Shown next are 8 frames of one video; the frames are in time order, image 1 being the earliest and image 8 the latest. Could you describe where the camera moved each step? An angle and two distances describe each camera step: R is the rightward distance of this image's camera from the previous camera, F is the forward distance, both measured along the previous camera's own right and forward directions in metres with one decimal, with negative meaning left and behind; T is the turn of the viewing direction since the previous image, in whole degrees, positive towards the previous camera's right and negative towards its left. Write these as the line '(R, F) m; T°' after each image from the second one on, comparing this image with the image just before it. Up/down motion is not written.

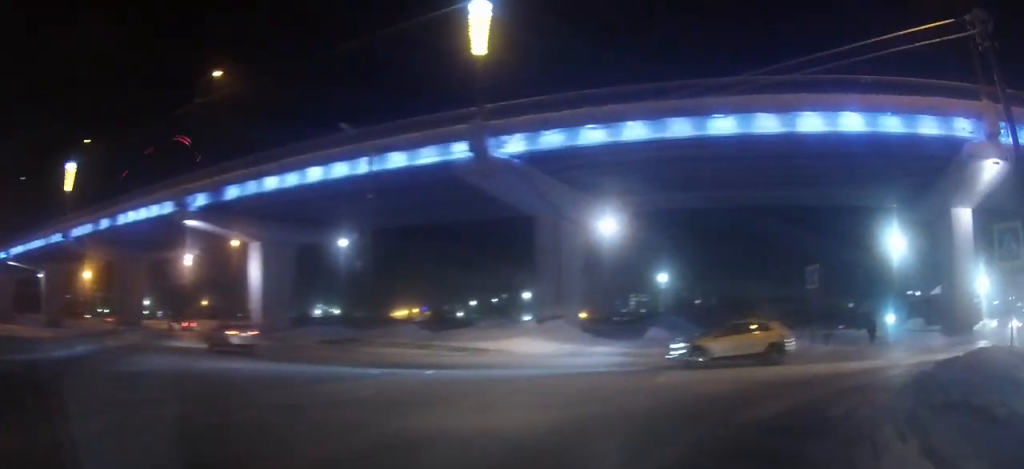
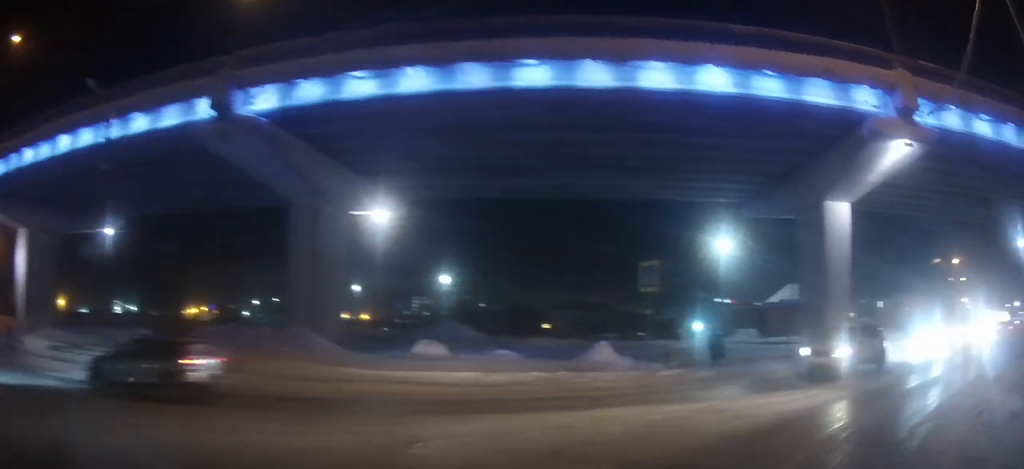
(+1.2, +6.8) m; +23°
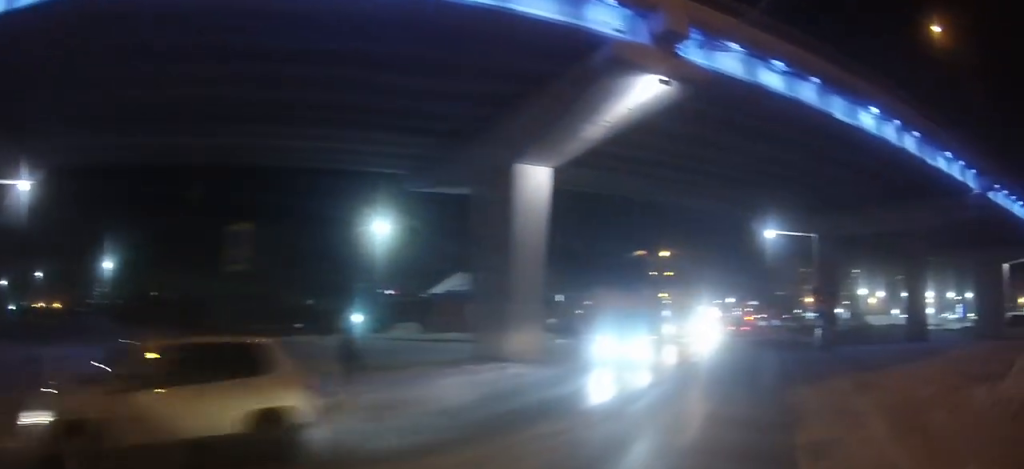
(+1.5, +6.7) m; +29°
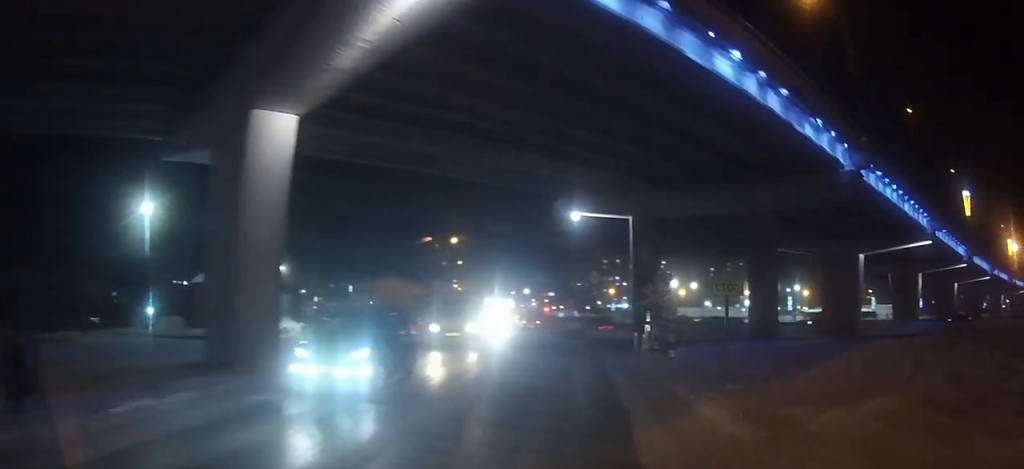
(+1.1, +5.4) m; +16°
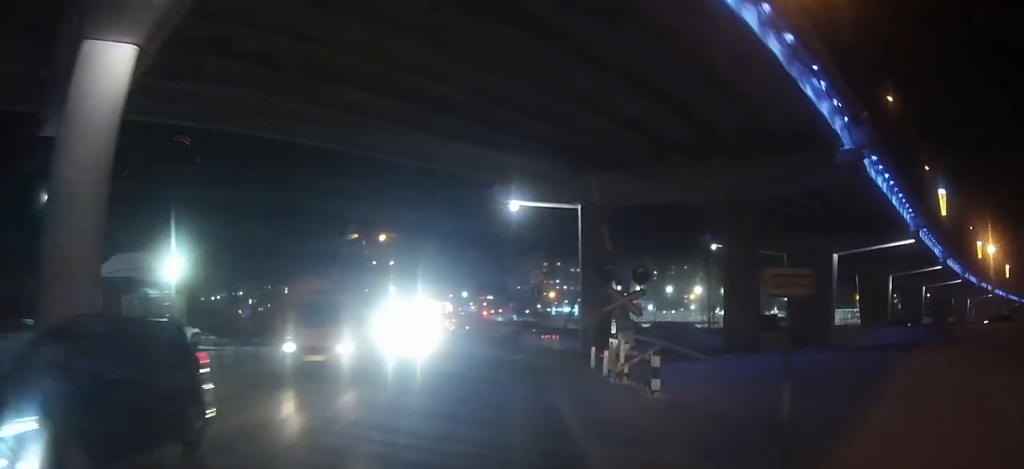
(+0.4, +5.4) m; +5°
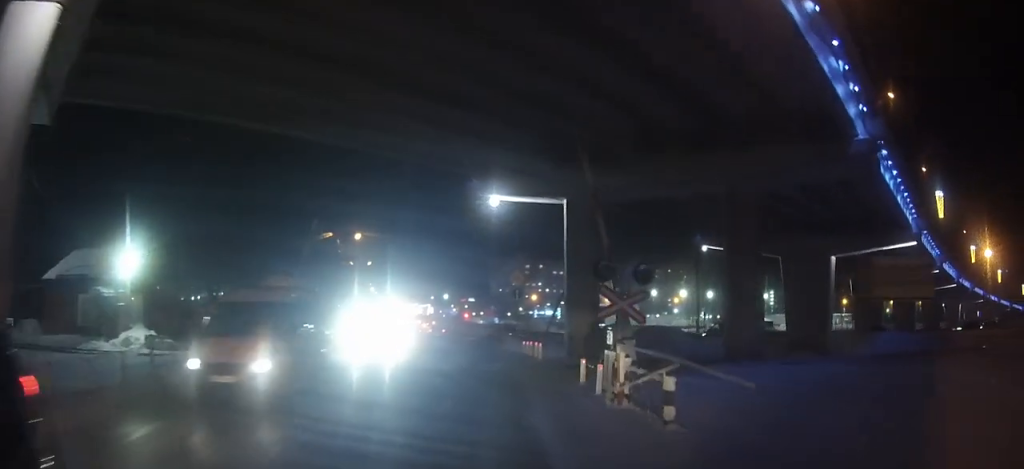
(0.0, +2.4) m; +1°
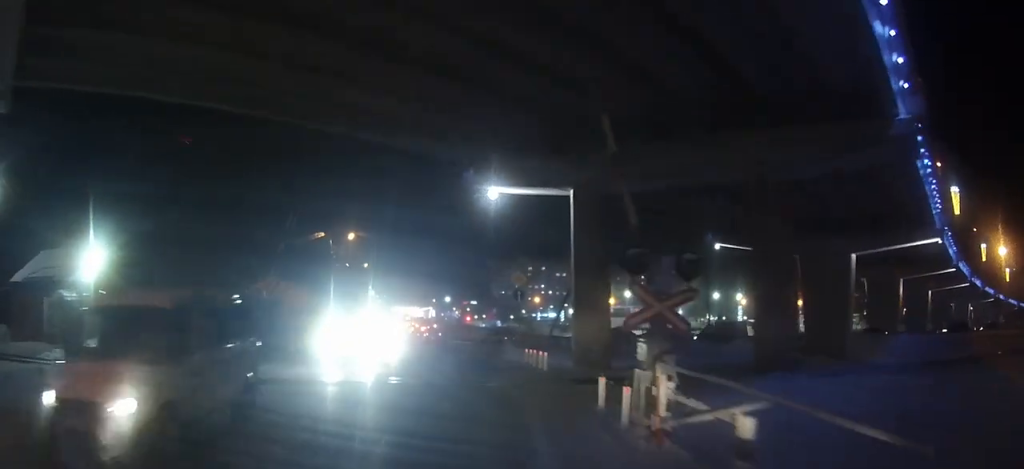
(0.0, +2.8) m; +1°
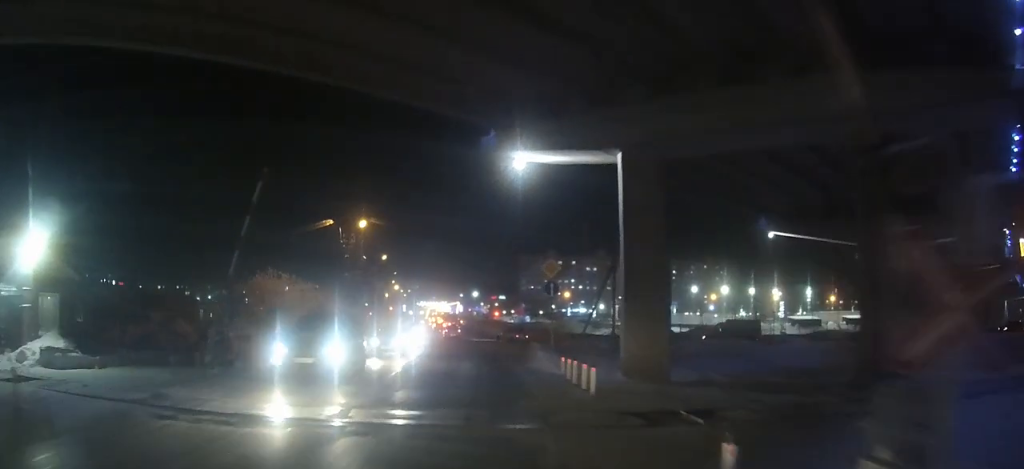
(+0.1, +5.2) m; -3°
